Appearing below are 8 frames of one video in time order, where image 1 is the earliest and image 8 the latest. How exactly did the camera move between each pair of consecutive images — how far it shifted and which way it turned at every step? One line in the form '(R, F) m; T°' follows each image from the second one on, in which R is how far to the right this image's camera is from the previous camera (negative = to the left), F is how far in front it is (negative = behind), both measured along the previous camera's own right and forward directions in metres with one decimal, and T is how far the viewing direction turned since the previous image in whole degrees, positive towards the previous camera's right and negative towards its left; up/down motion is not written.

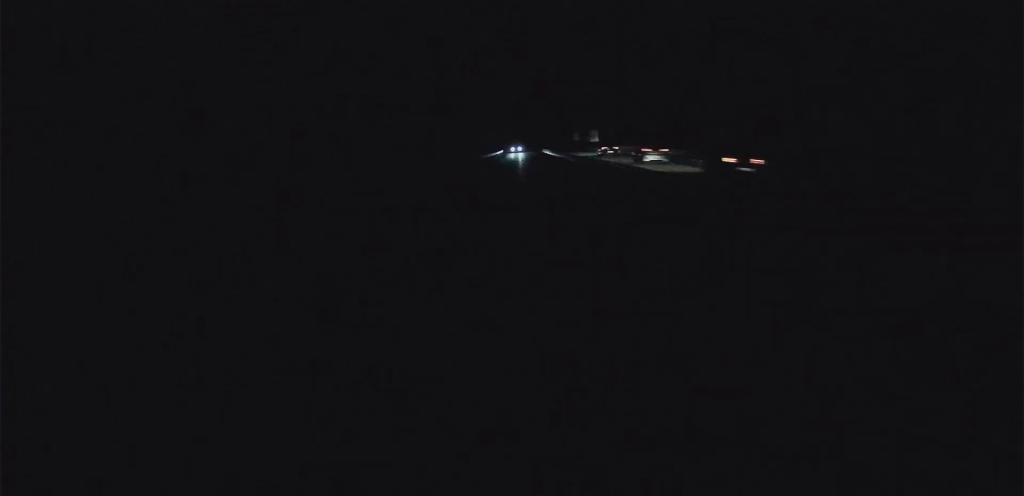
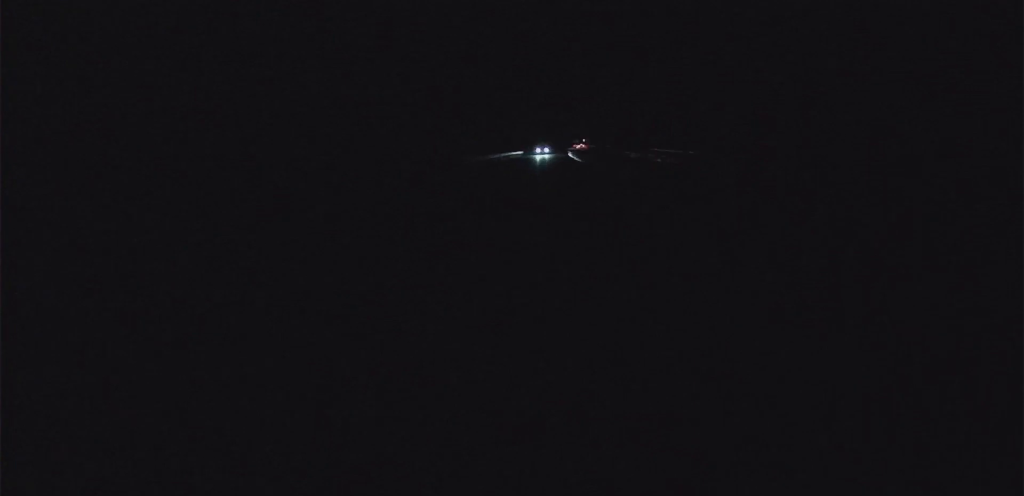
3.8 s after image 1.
(-3.6, +70.4) m; -4°
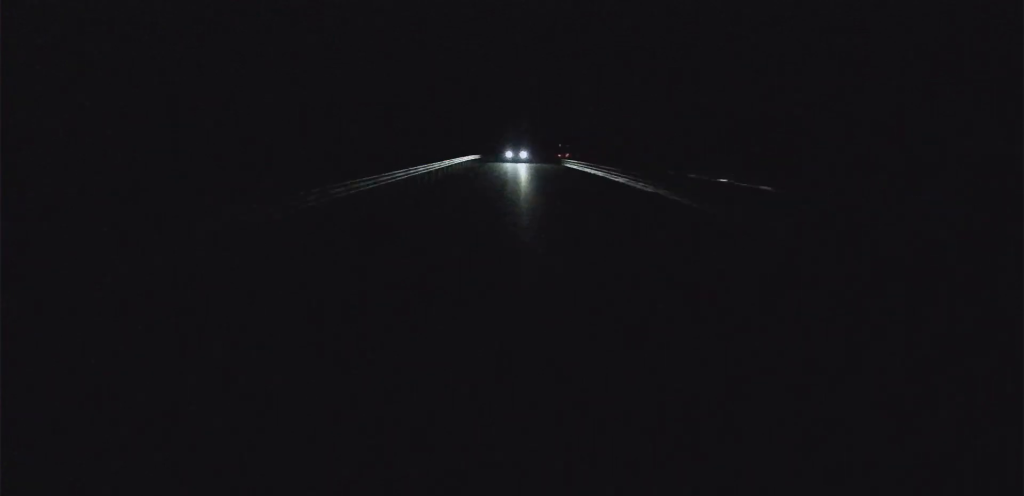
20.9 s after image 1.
(-40.1, +317.6) m; -8°
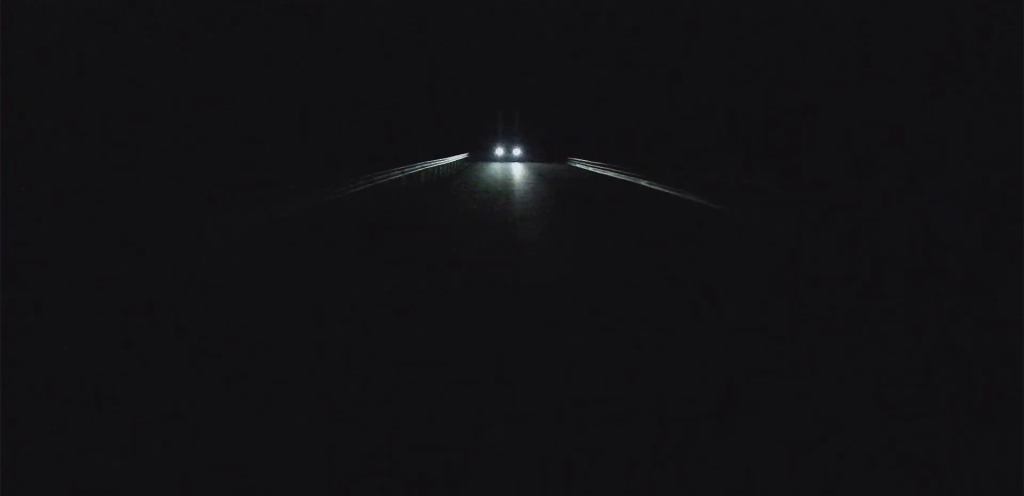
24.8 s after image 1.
(-0.8, +73.4) m; +3°
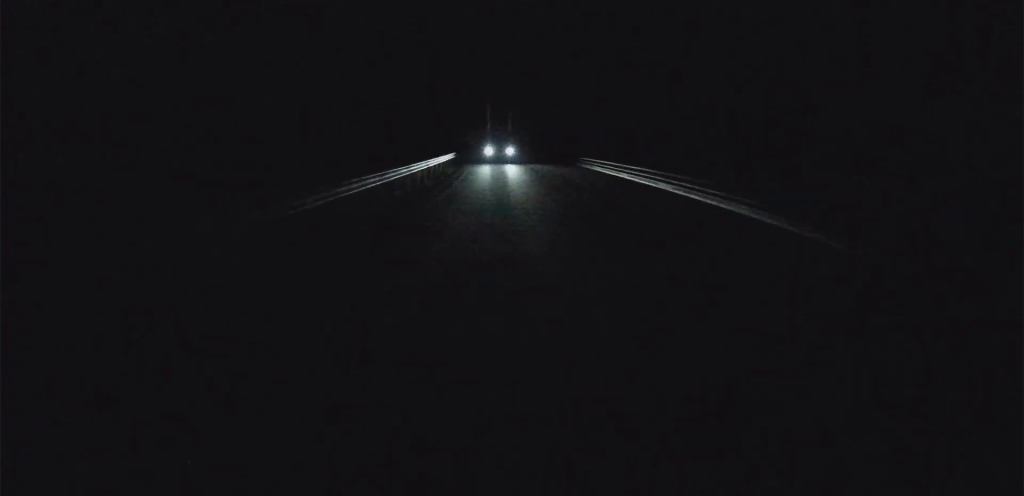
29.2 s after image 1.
(+4.3, +80.4) m; +5°
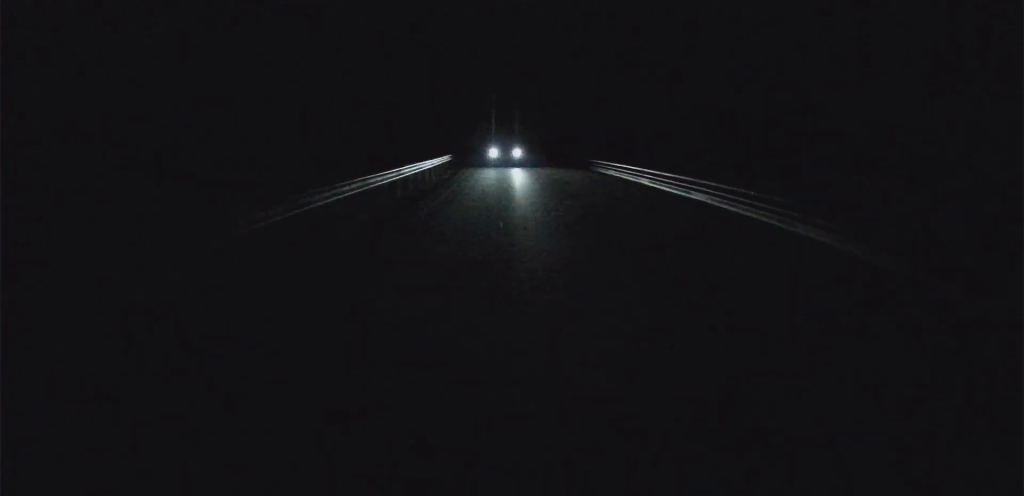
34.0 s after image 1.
(+4.5, +87.8) m; +5°
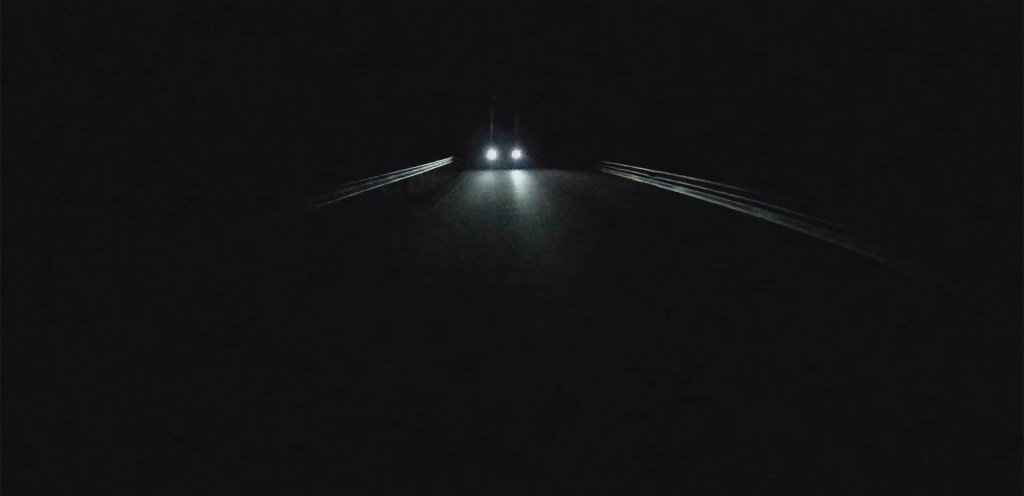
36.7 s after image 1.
(+1.3, +49.6) m; +2°
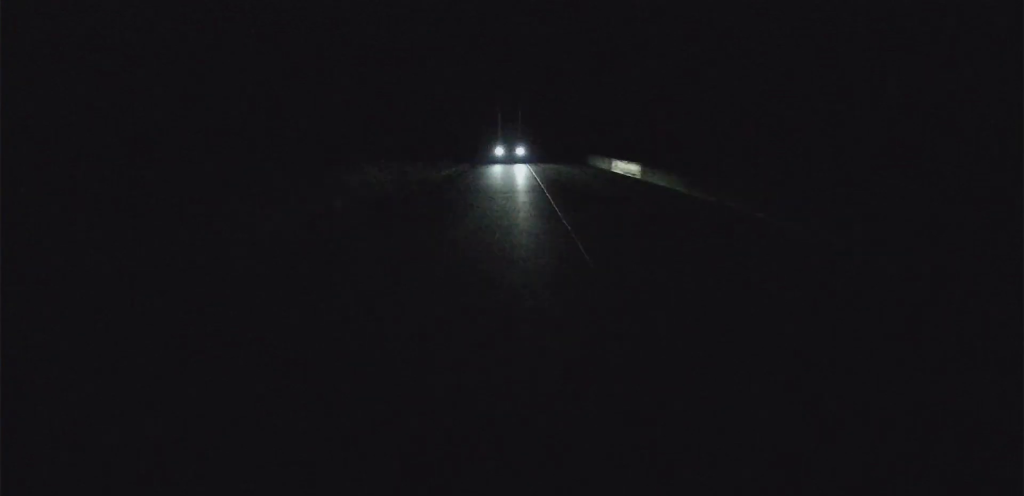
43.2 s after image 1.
(+3.1, +119.3) m; 0°
